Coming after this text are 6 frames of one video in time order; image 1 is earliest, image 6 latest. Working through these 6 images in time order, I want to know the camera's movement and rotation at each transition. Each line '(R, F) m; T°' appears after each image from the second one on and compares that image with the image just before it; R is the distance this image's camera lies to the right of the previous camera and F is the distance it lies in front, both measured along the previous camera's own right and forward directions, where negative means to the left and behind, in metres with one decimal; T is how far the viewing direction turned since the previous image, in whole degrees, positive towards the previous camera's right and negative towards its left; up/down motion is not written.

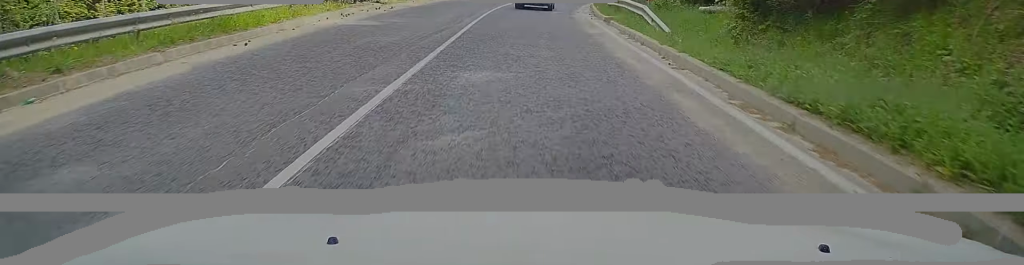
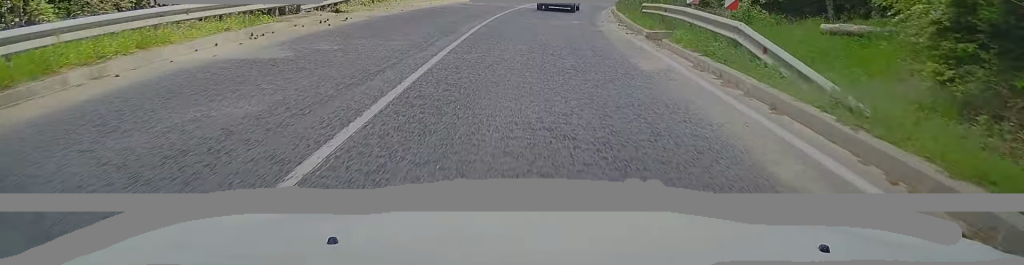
(-0.1, +7.2) m; 0°
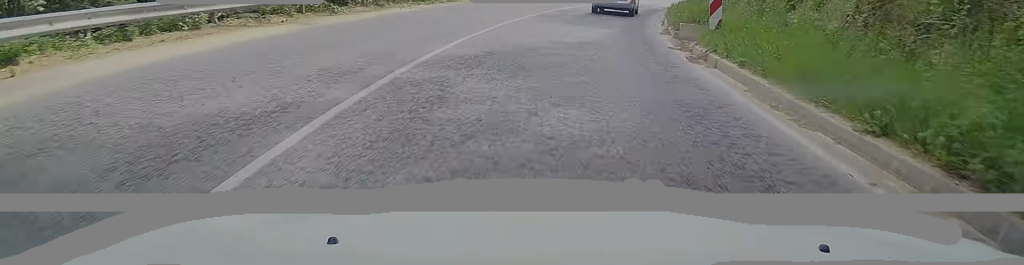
(+3.1, +38.3) m; +12°
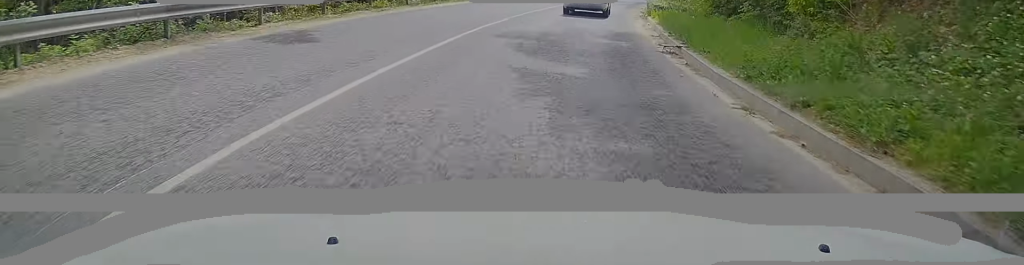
(+0.9, +23.8) m; +10°
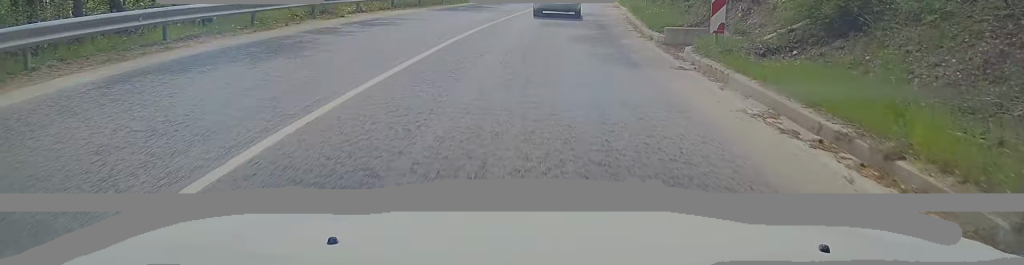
(+3.9, +25.2) m; +12°
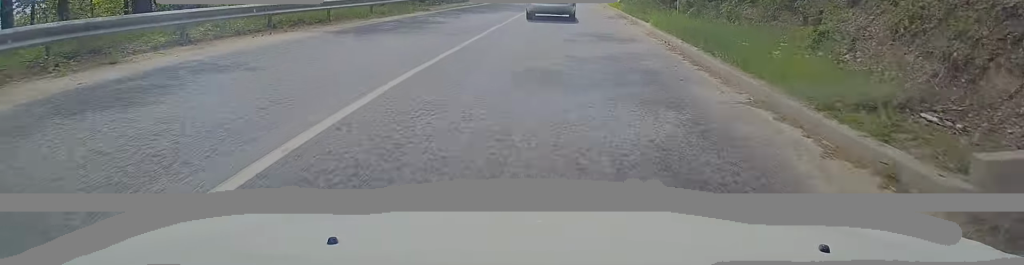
(+0.3, +10.8) m; +5°
